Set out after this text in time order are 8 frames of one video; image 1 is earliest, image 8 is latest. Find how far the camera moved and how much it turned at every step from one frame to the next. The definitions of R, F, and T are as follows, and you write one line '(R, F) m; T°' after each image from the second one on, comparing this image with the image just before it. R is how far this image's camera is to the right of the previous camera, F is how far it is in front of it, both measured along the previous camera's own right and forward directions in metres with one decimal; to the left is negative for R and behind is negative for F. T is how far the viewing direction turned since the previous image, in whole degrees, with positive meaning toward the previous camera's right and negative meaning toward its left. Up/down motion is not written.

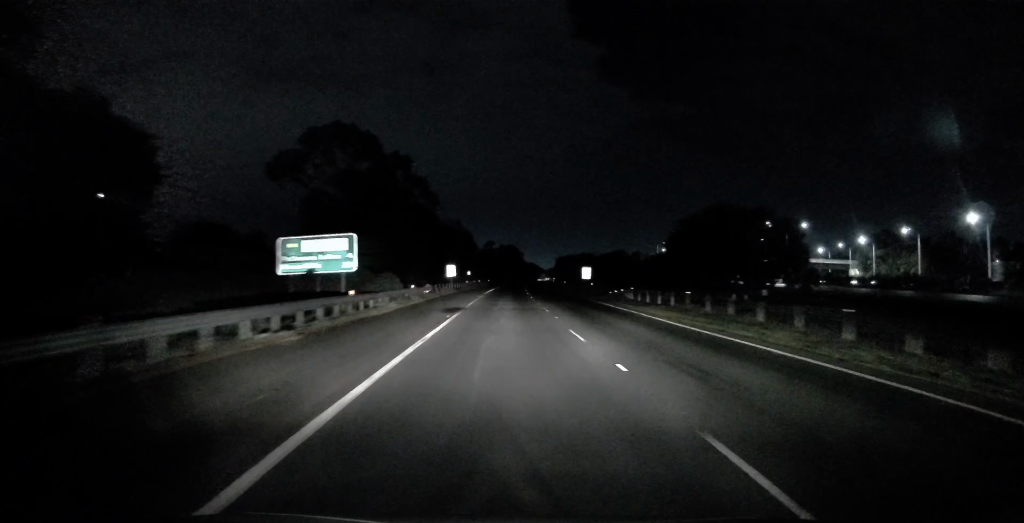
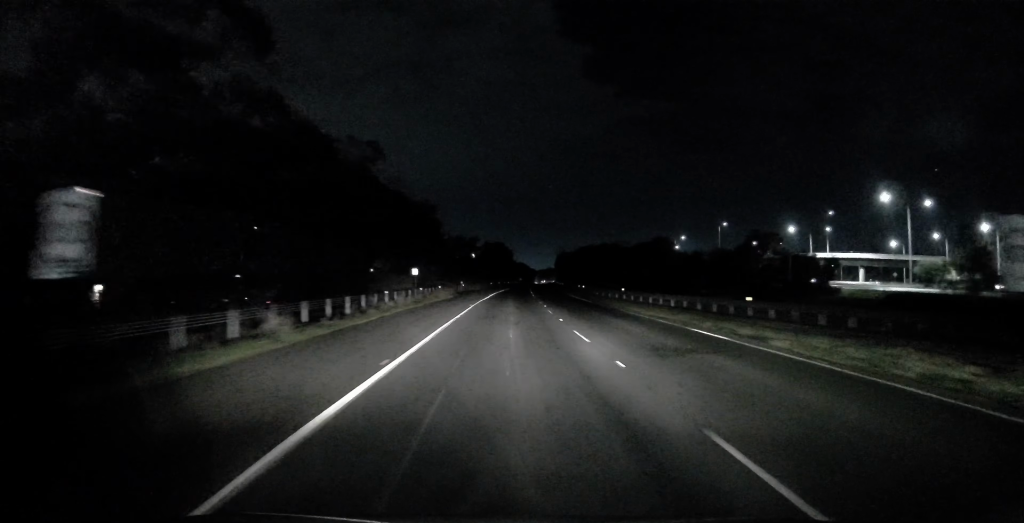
(-0.6, +59.4) m; -3°
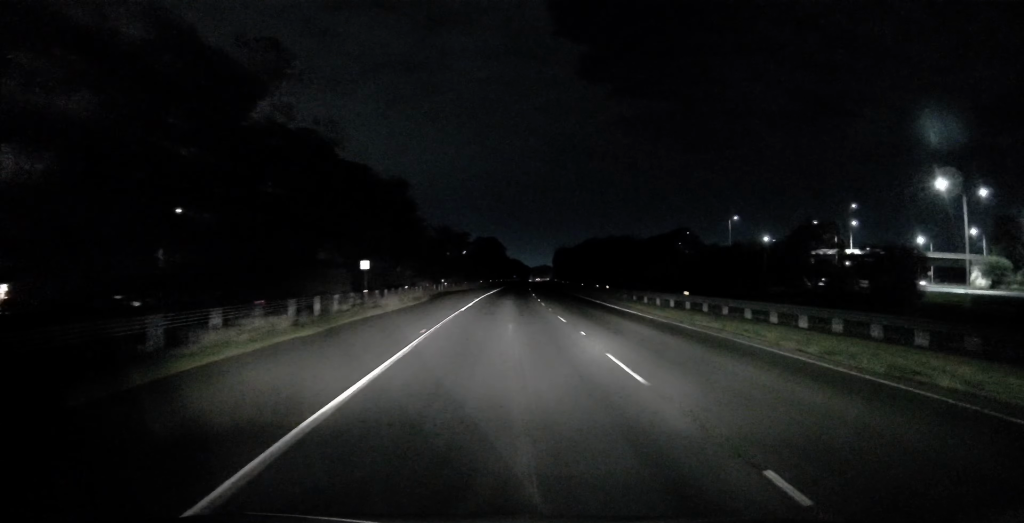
(-0.3, +18.2) m; 0°
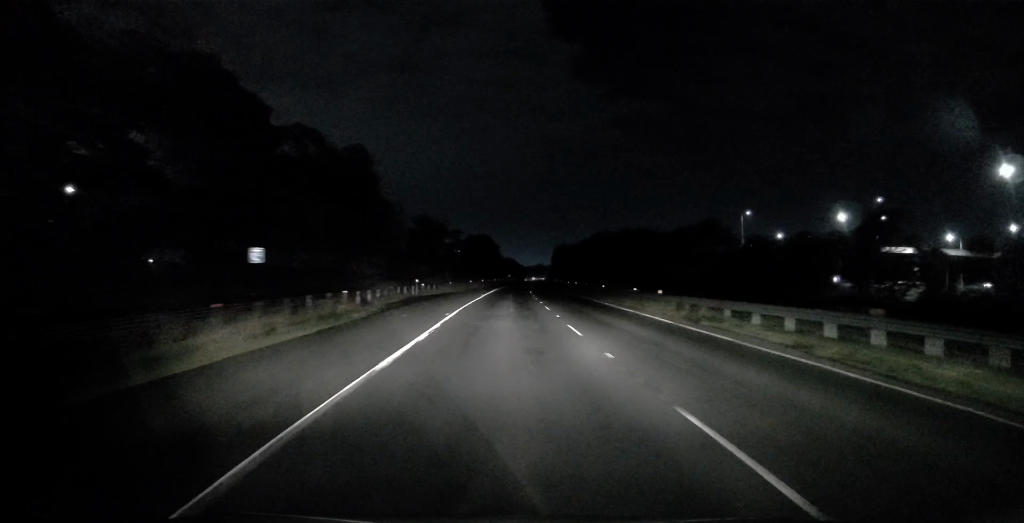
(0.0, +16.7) m; +1°
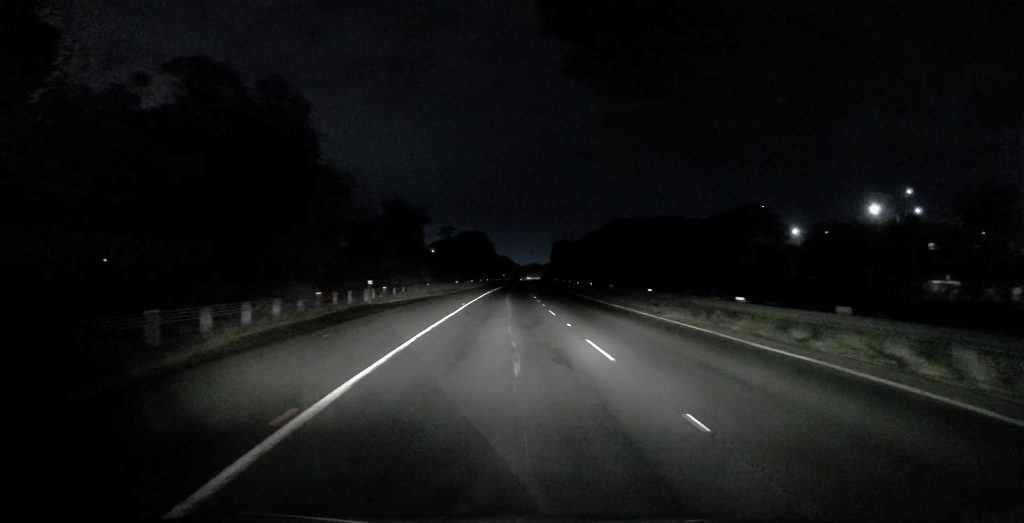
(+0.7, +16.7) m; 0°
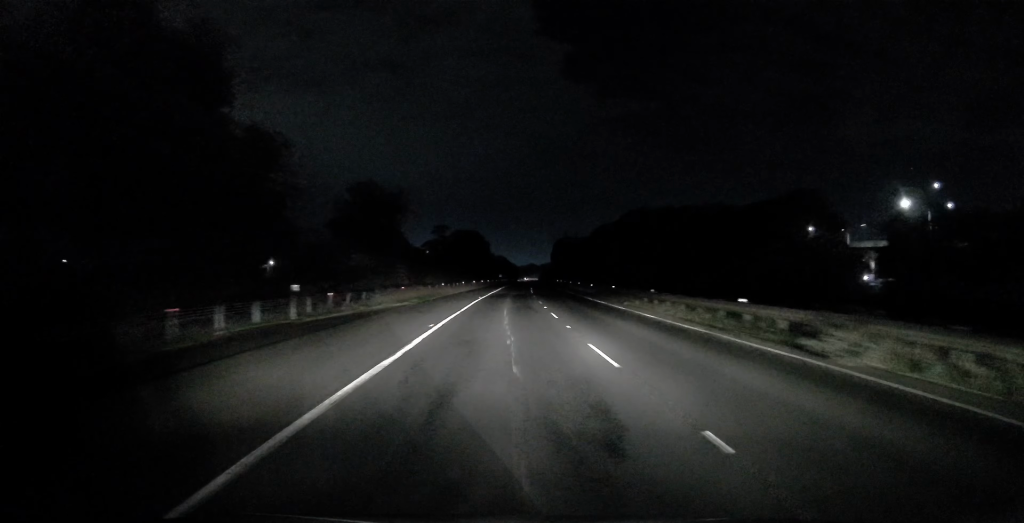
(-0.5, +12.8) m; -1°
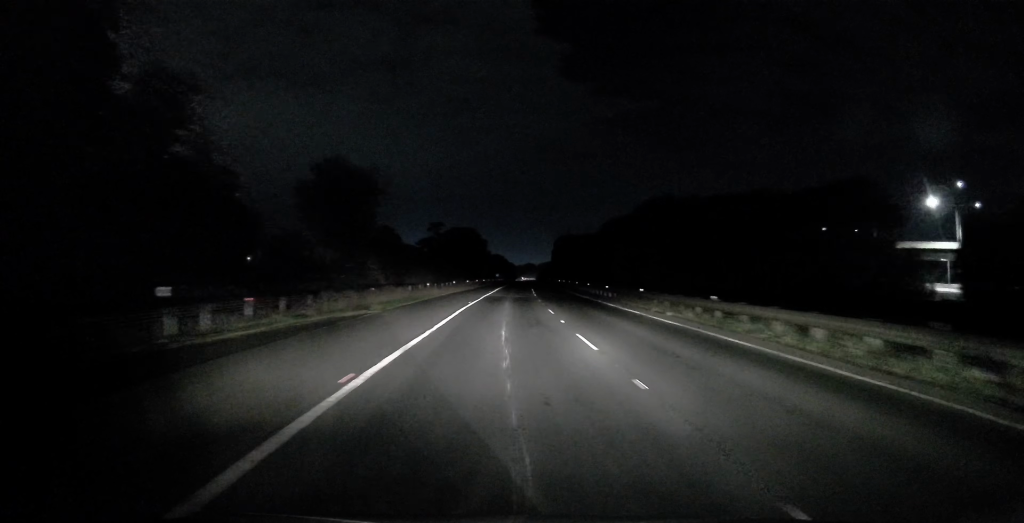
(-0.2, +9.6) m; -1°
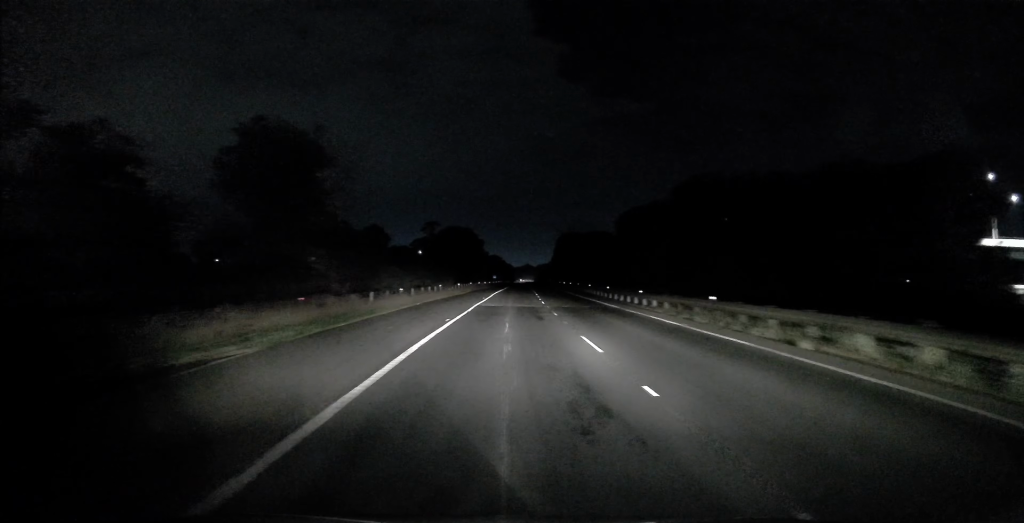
(-0.1, +12.1) m; 0°
